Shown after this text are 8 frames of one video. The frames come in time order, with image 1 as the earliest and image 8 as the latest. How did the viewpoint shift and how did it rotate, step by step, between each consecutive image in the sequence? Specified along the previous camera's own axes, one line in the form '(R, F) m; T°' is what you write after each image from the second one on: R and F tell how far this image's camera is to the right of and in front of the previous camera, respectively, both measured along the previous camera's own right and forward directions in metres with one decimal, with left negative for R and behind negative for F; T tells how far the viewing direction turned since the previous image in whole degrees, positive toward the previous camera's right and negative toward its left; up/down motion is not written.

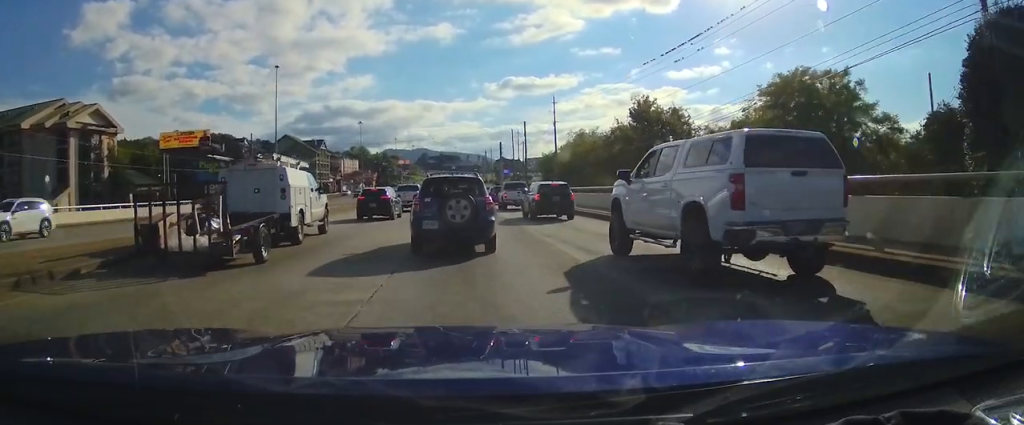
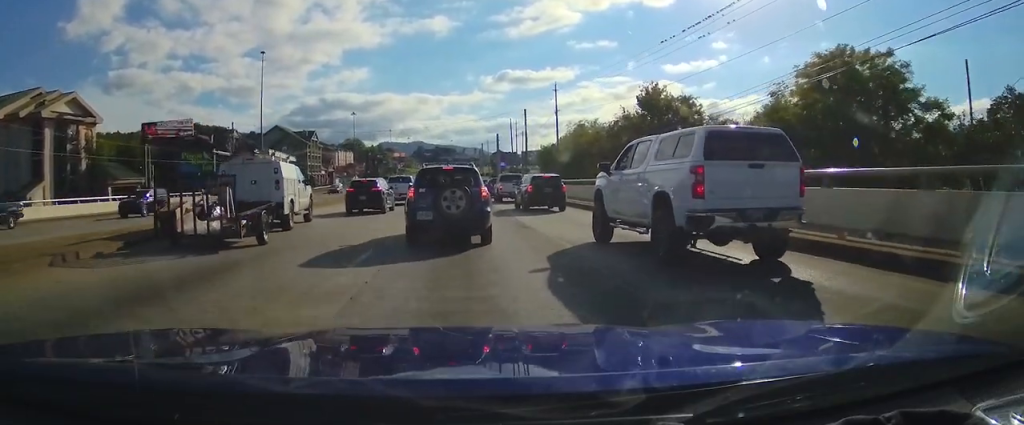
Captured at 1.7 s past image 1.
(-0.1, +3.8) m; 0°
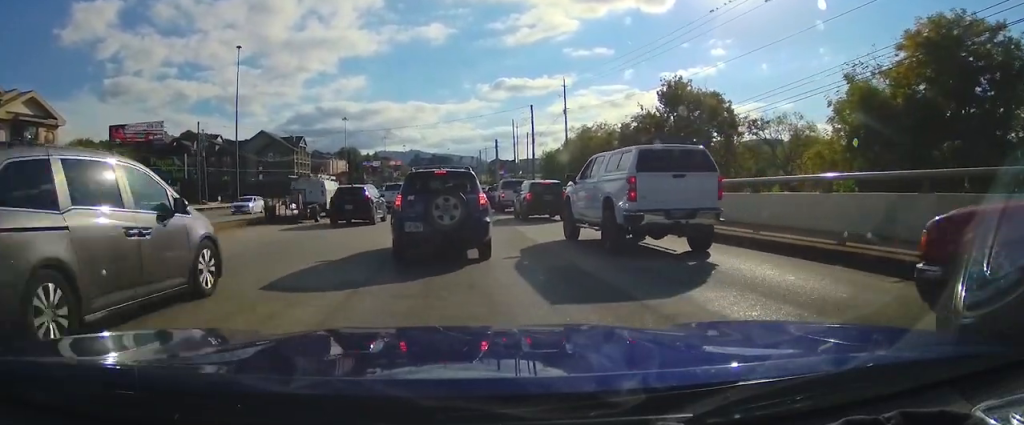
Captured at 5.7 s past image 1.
(+0.1, +9.3) m; 0°
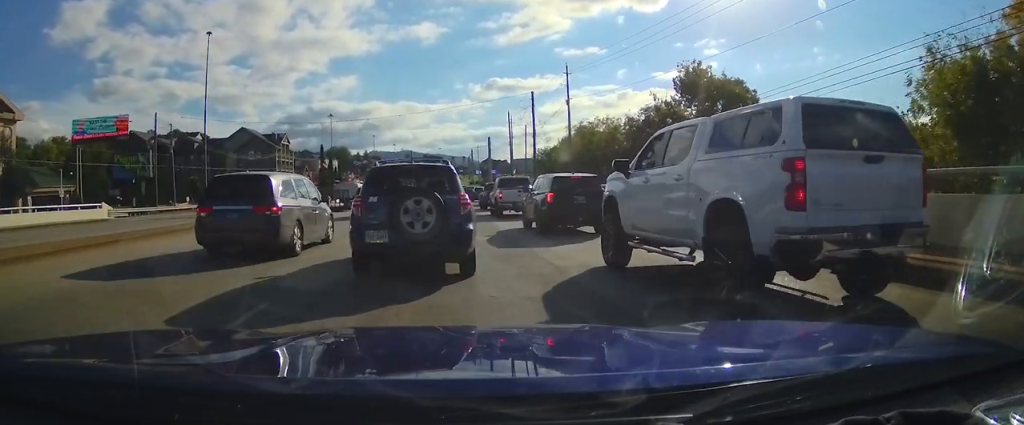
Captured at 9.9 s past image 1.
(0.0, +11.3) m; -1°
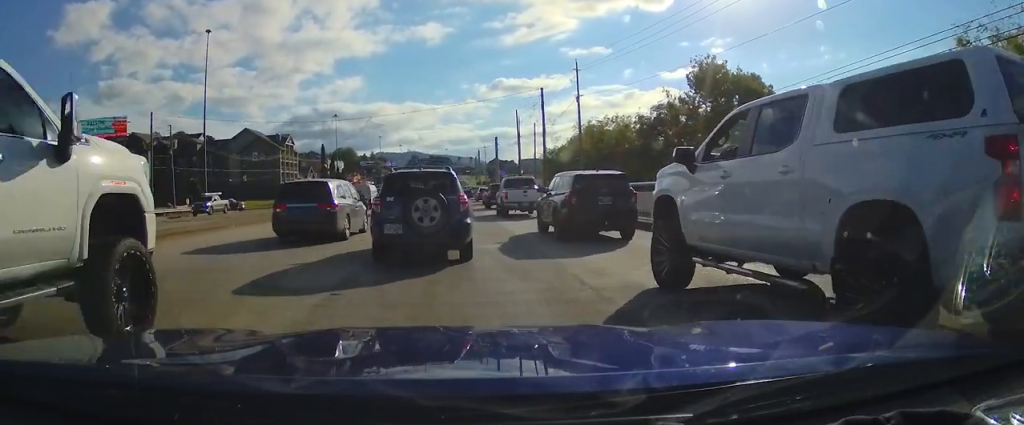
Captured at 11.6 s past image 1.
(0.0, +5.3) m; 0°
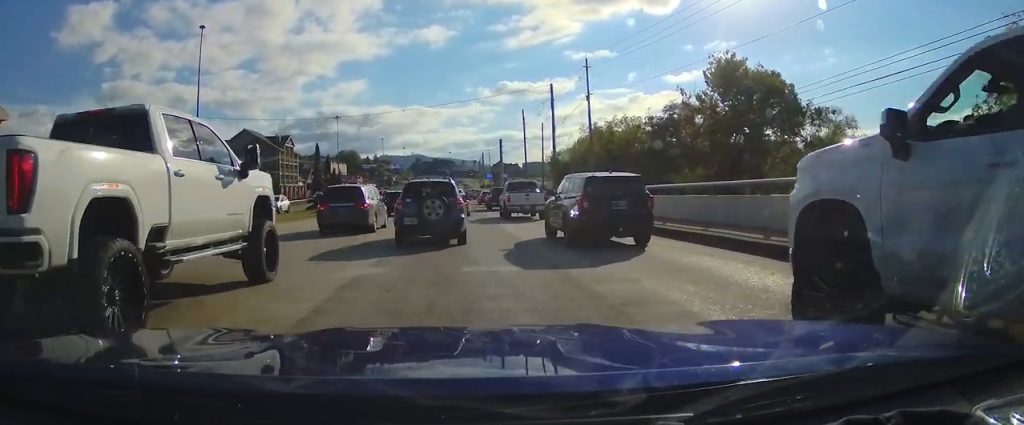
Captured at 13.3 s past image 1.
(0.0, +6.5) m; 0°
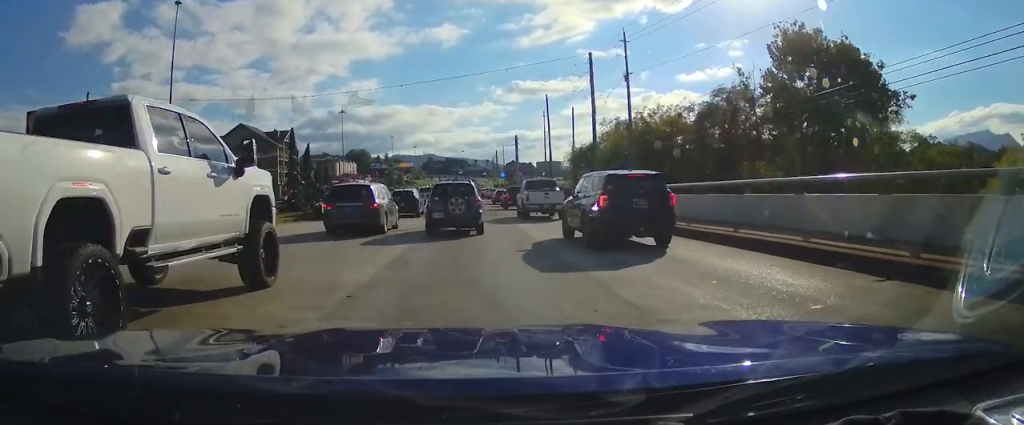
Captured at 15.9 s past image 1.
(0.0, +9.6) m; 0°
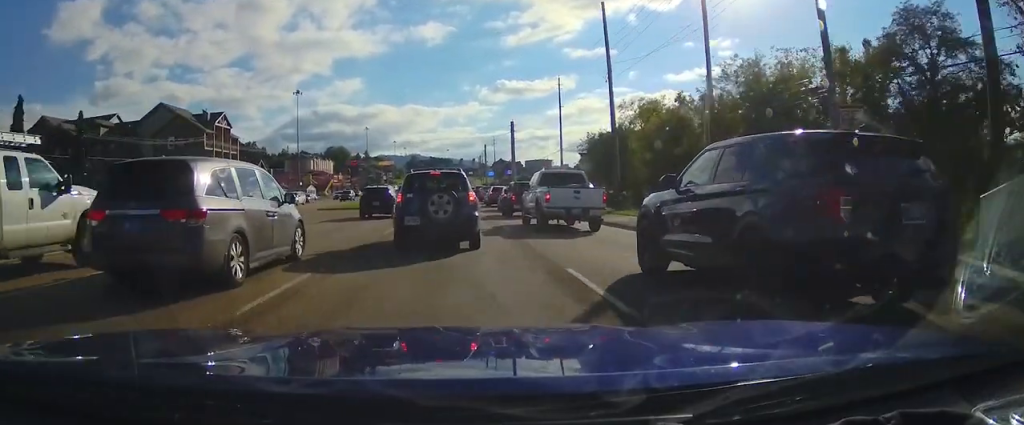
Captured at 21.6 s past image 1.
(+0.1, +22.1) m; 0°
